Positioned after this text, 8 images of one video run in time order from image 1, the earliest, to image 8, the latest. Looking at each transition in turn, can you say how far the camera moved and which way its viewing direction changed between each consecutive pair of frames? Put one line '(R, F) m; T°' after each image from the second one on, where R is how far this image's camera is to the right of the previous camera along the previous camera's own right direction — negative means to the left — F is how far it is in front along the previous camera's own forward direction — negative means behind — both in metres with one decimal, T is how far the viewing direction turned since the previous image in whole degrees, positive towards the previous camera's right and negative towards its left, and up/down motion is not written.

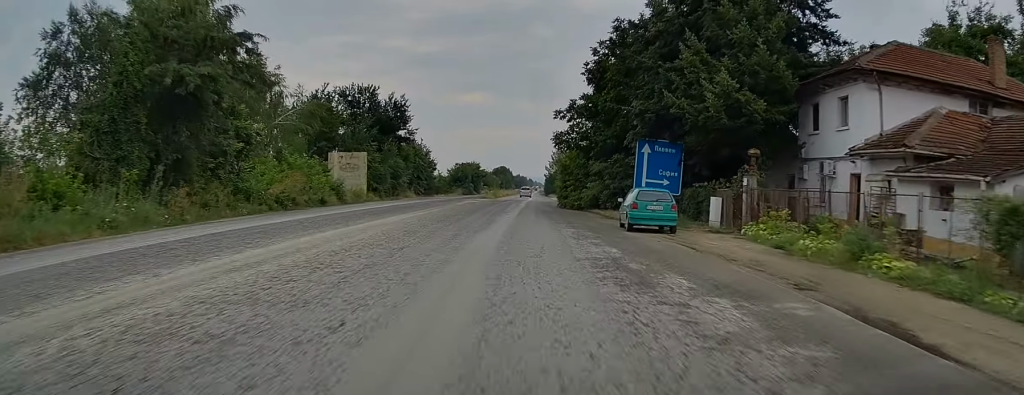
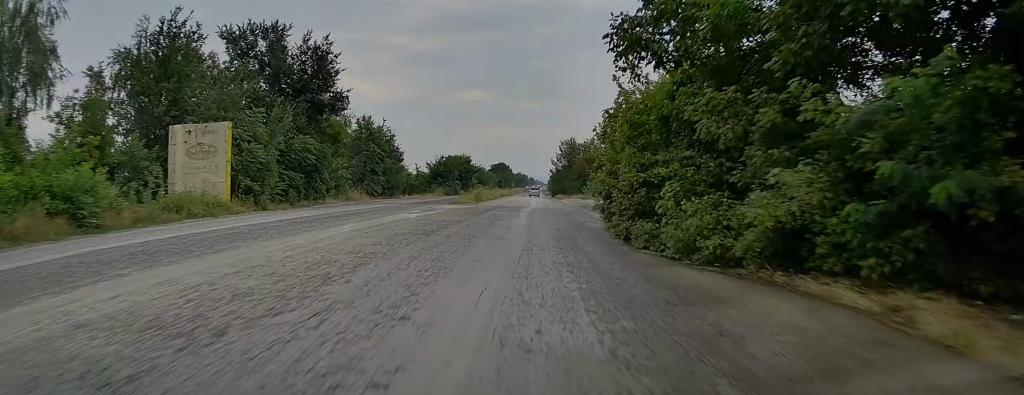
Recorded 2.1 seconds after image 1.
(+0.1, +31.3) m; +1°
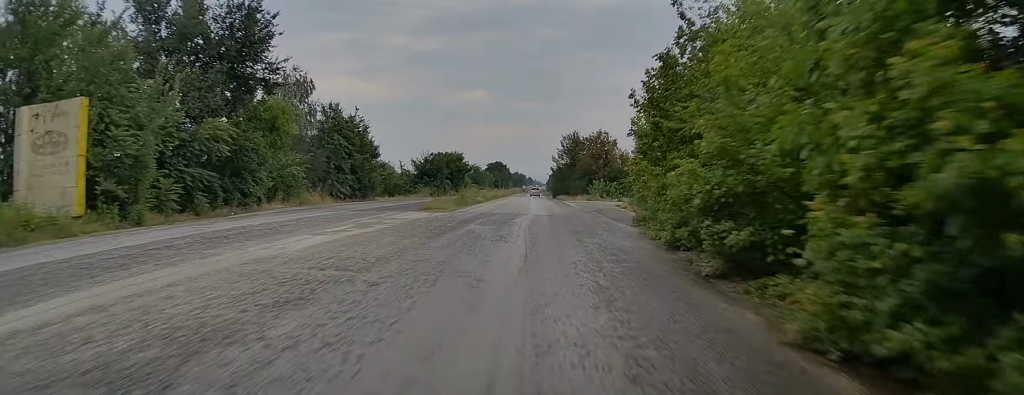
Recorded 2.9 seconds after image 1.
(+0.1, +12.8) m; -1°
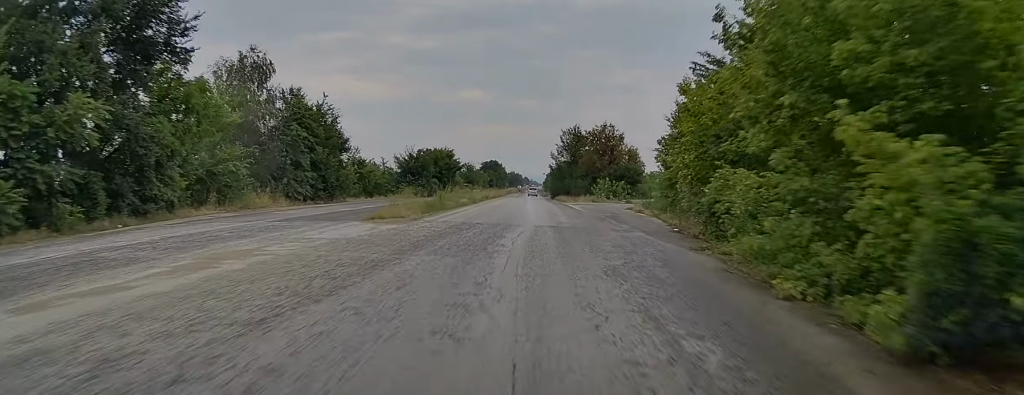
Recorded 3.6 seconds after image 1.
(-0.1, +10.3) m; 0°
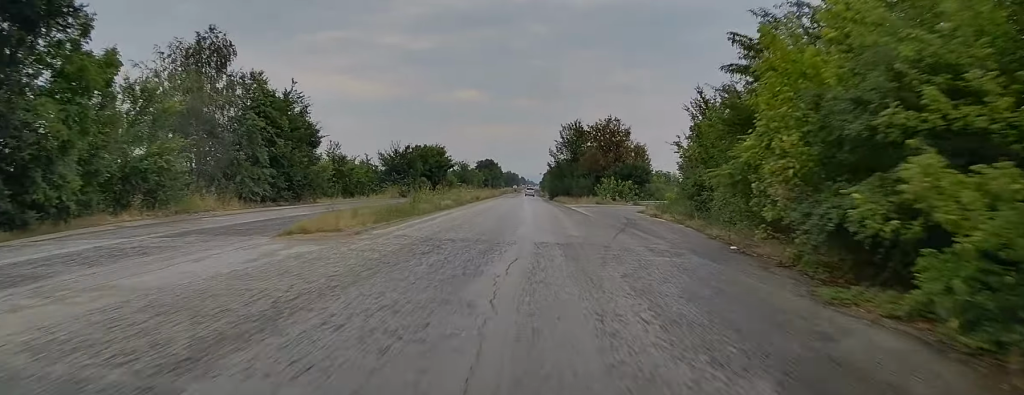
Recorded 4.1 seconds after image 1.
(-0.3, +7.8) m; 0°
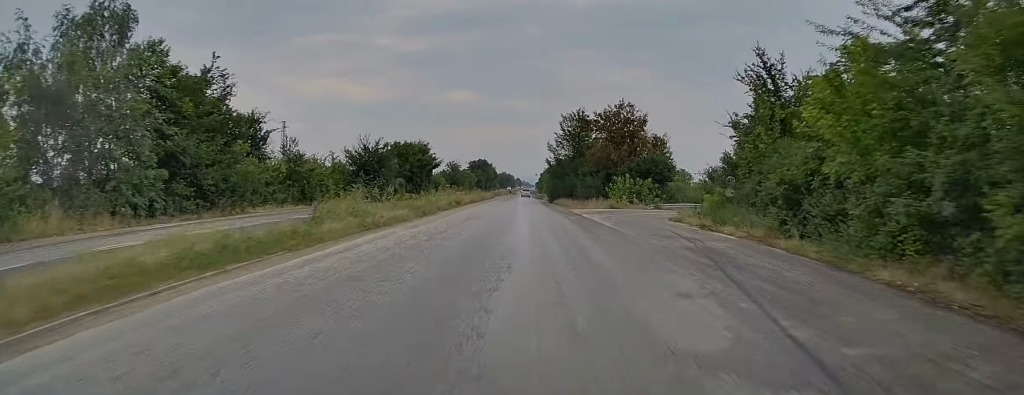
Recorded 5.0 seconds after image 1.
(+0.3, +13.6) m; +1°
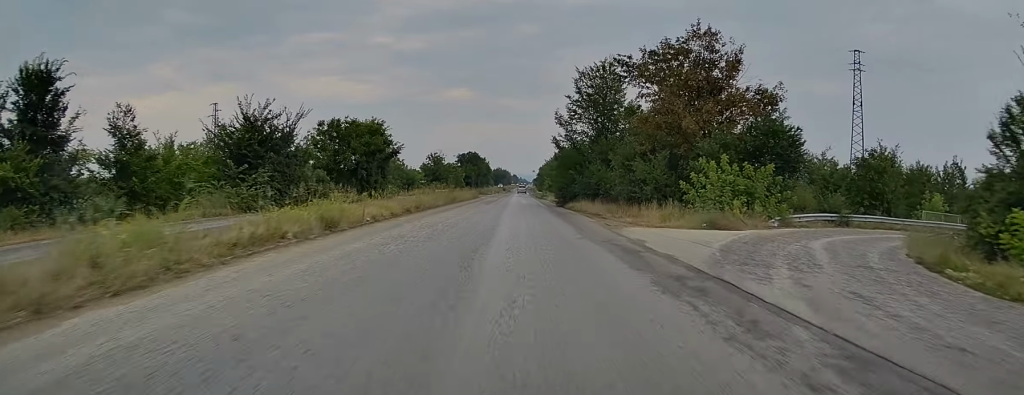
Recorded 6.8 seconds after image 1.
(+0.2, +28.9) m; 0°
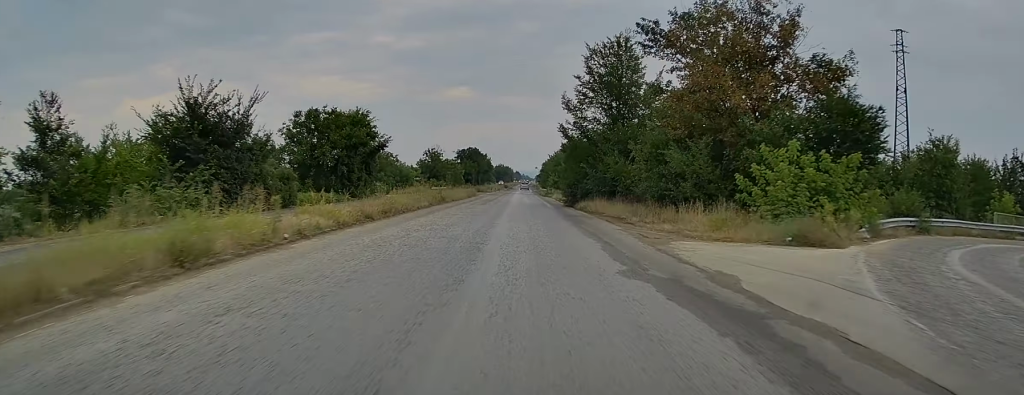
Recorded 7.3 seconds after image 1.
(+0.1, +7.4) m; 0°
